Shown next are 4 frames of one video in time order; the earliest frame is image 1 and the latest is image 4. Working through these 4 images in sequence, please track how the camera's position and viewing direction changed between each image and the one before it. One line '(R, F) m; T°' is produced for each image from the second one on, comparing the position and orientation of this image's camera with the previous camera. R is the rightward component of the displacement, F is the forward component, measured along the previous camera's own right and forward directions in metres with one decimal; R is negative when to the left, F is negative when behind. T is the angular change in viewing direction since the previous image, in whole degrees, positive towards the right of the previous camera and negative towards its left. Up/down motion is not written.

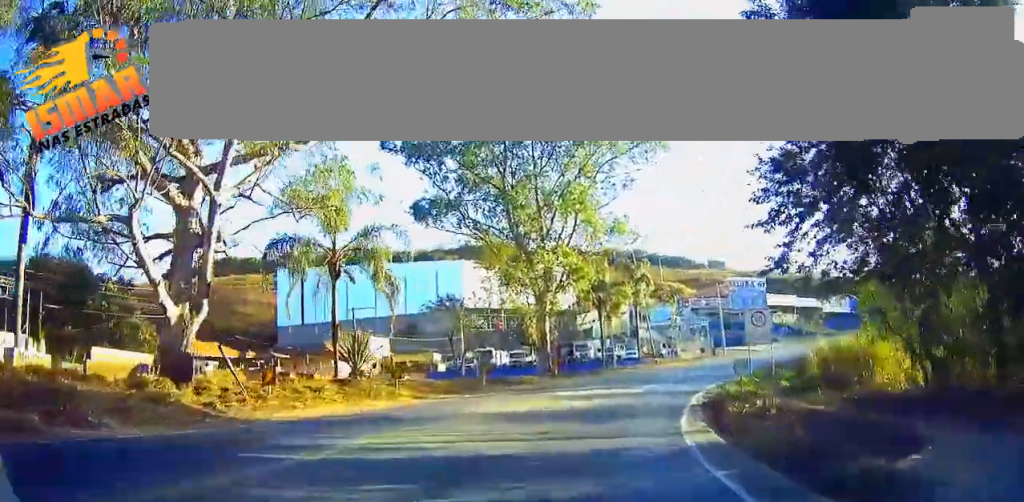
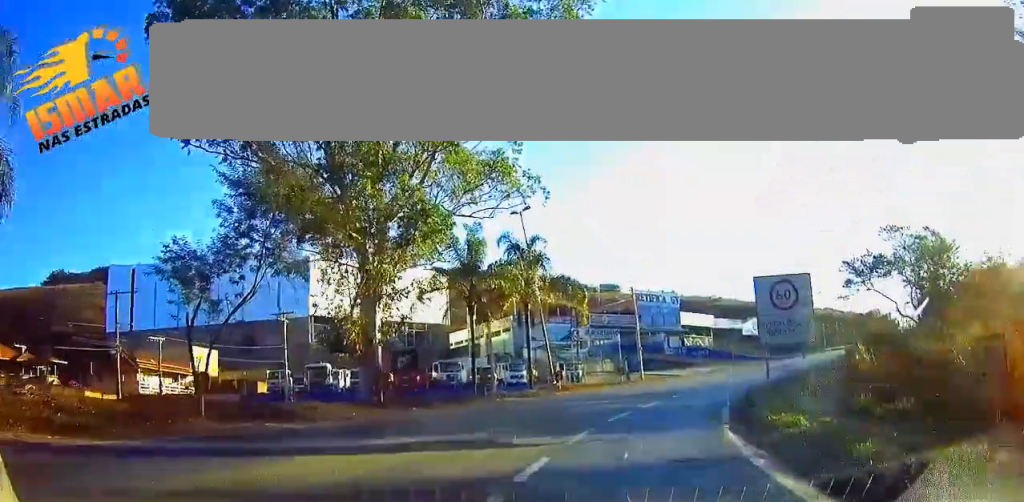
(+1.4, +23.0) m; +4°
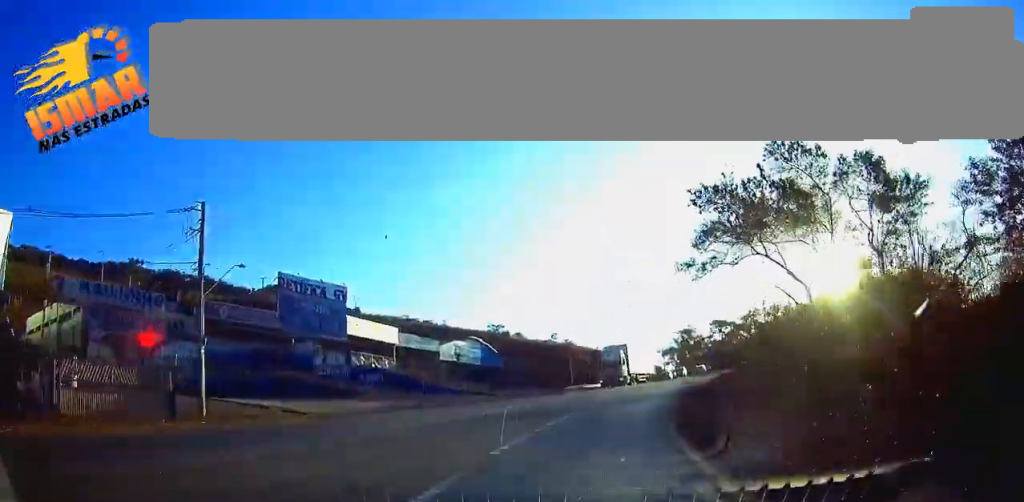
(+10.6, +41.9) m; +27°
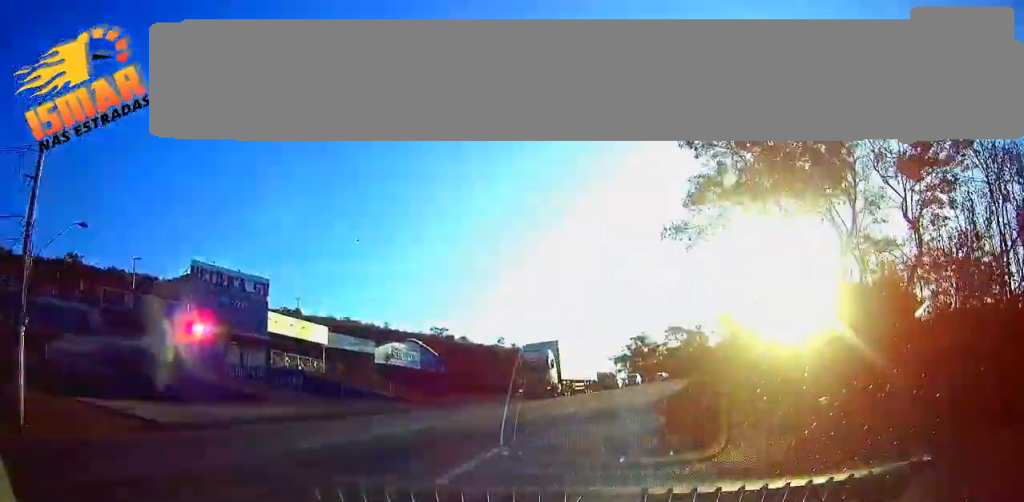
(-0.1, +10.0) m; +5°
